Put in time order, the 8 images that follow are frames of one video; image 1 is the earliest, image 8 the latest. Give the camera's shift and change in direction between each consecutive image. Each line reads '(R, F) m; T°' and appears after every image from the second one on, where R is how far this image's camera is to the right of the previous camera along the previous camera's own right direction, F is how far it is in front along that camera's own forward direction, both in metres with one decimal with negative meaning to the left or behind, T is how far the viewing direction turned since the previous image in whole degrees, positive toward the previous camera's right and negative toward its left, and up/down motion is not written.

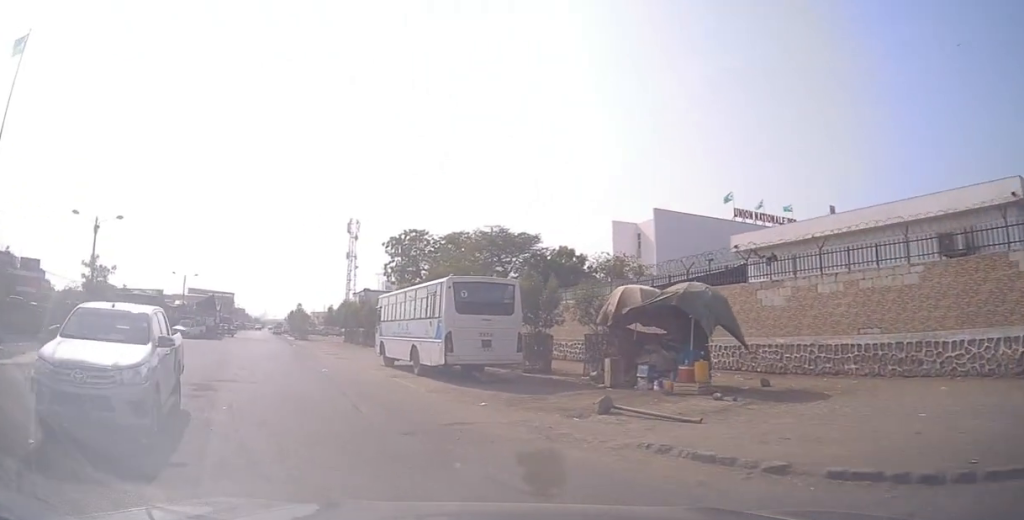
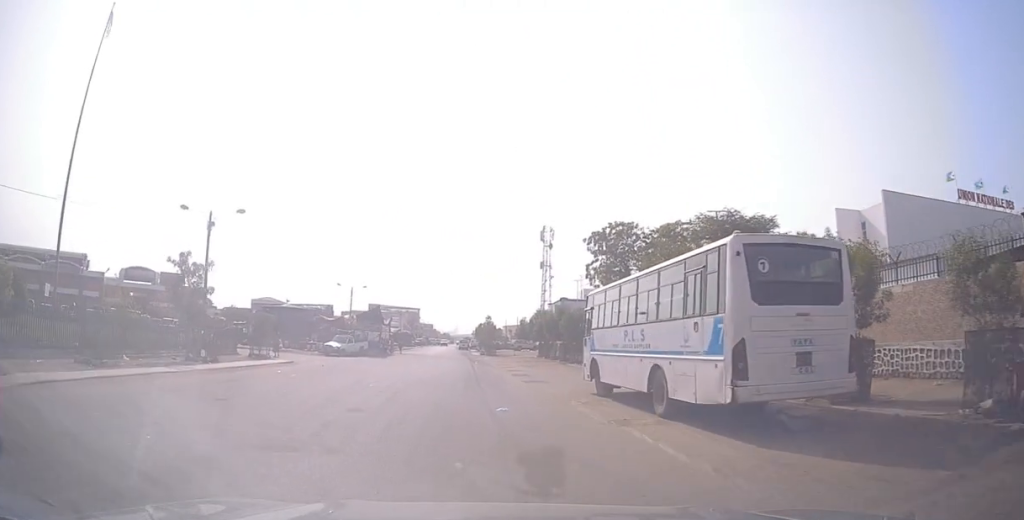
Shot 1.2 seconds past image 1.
(-1.8, +9.1) m; -17°
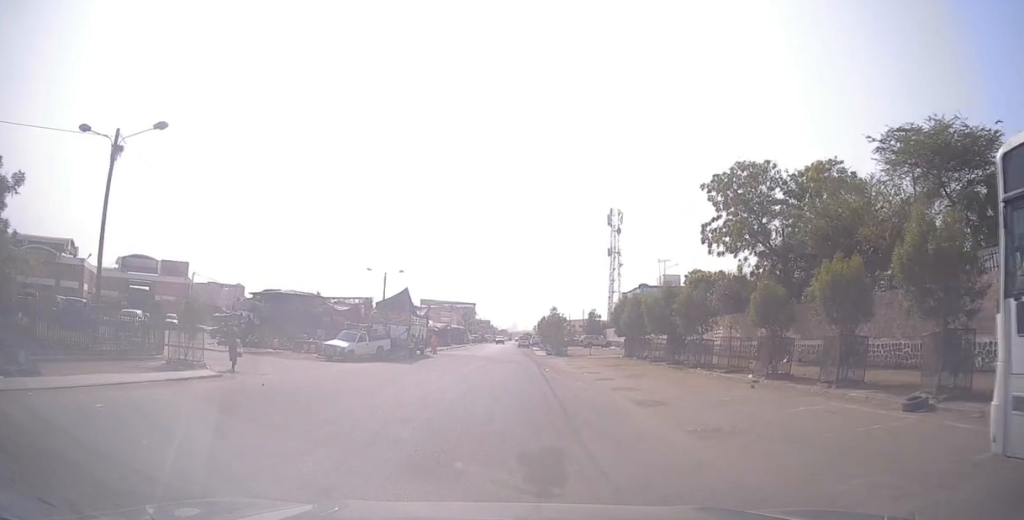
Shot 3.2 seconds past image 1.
(-1.7, +15.5) m; -8°
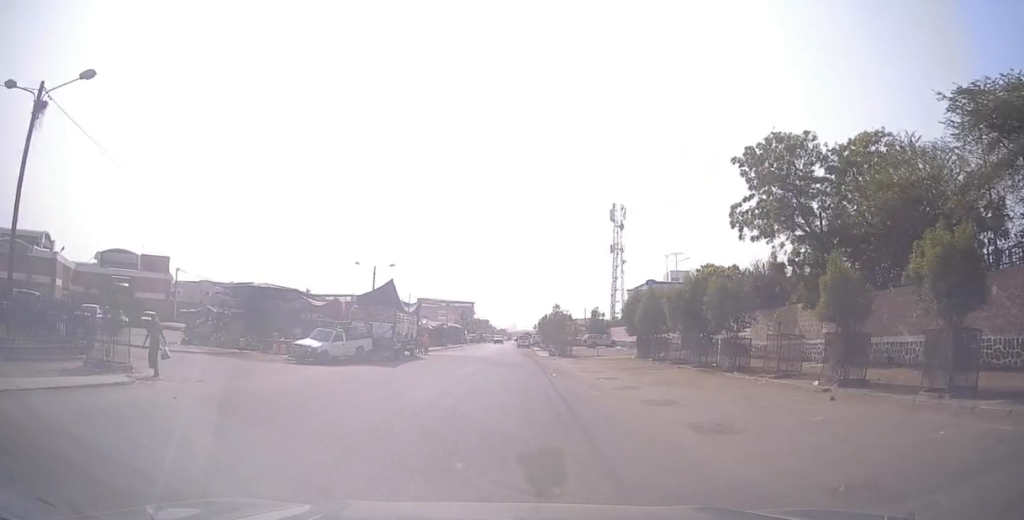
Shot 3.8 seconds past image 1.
(0.0, +4.9) m; 0°
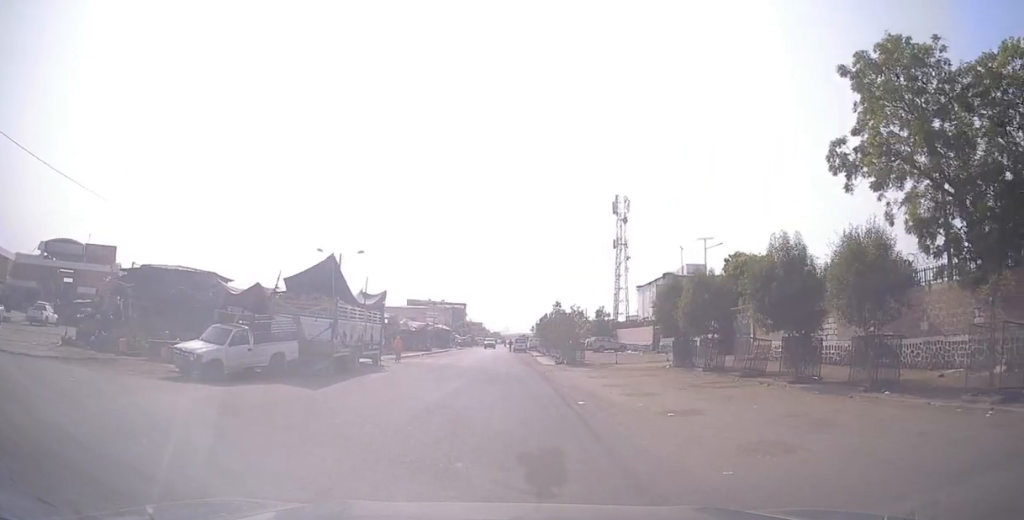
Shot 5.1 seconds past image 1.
(-0.3, +10.9) m; -4°
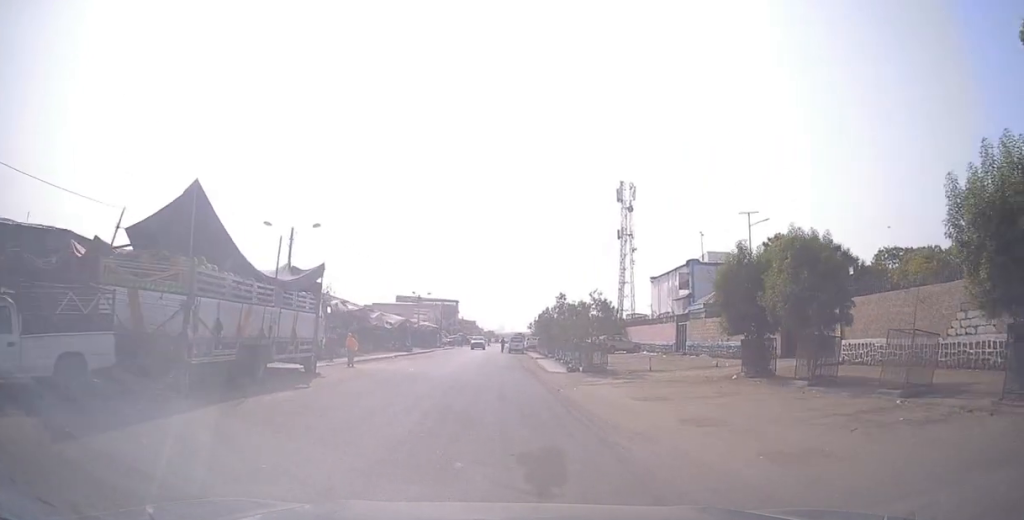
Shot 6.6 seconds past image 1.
(+0.6, +10.1) m; +6°
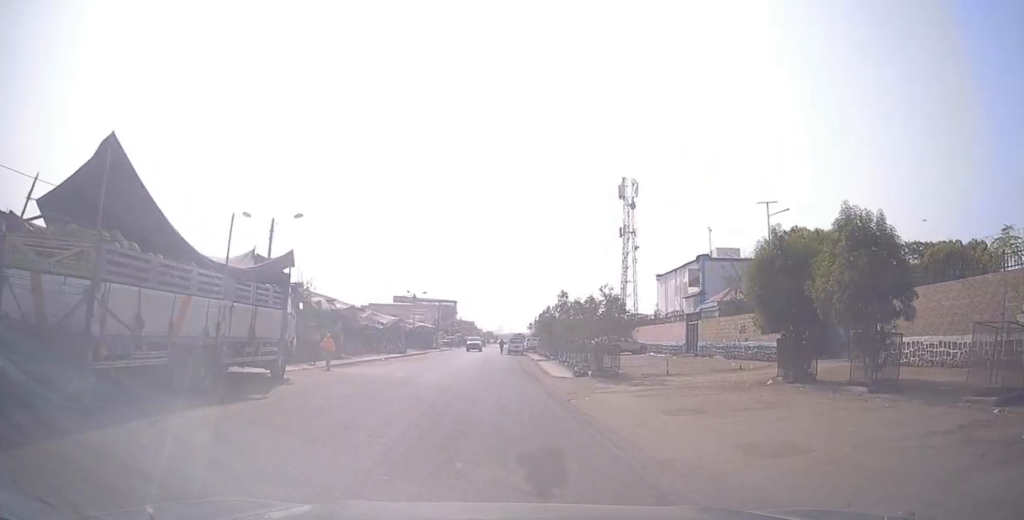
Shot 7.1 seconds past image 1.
(+0.3, +3.1) m; +1°
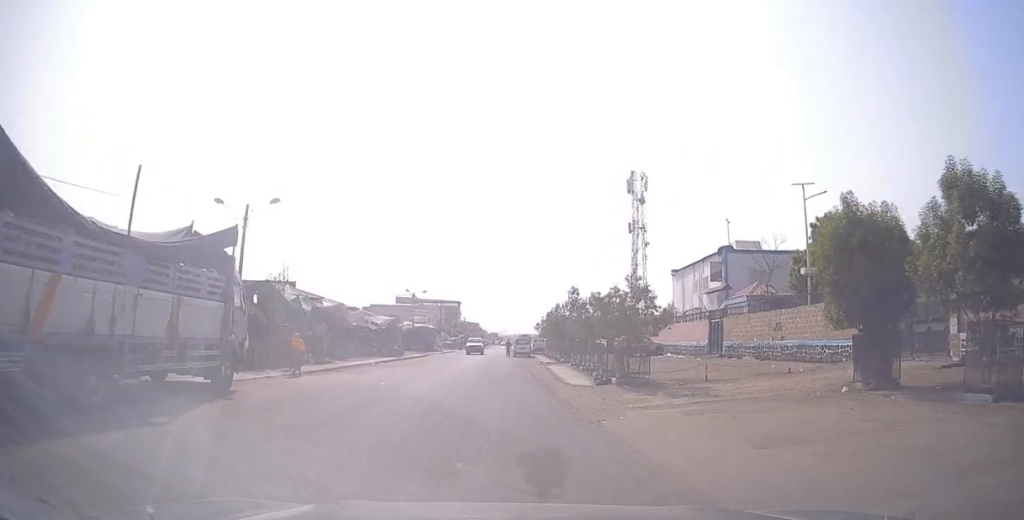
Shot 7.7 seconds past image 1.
(-0.7, +4.5) m; -2°
